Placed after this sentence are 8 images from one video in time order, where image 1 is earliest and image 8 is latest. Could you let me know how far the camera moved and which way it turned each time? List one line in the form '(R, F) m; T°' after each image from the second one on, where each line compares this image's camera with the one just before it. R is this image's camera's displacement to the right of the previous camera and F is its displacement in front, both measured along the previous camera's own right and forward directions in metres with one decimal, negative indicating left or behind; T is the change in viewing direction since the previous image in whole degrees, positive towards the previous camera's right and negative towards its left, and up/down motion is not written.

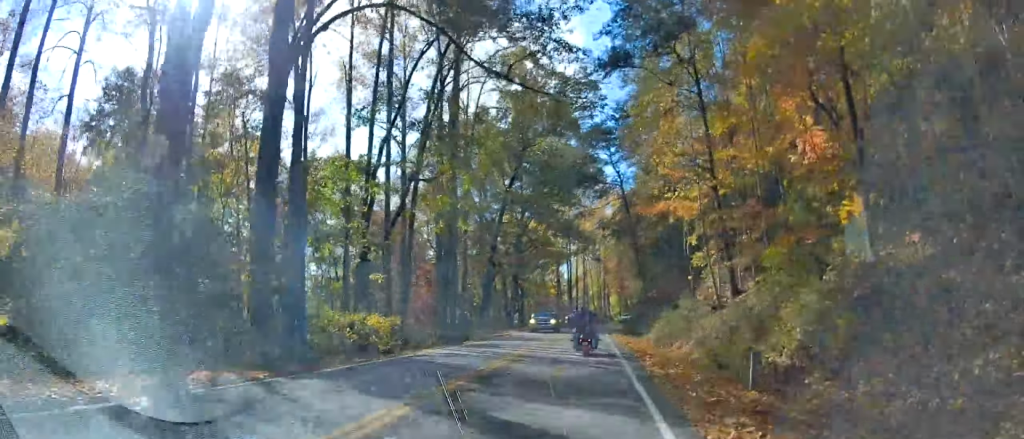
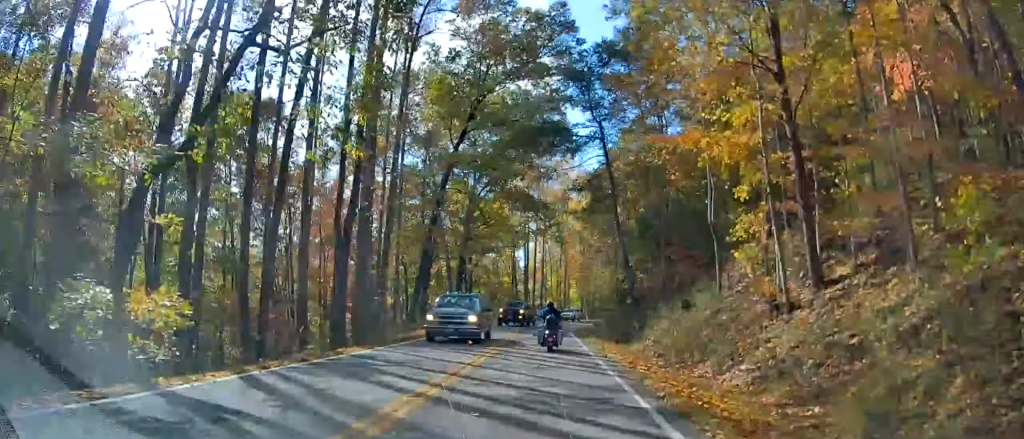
(+1.8, +12.2) m; +9°
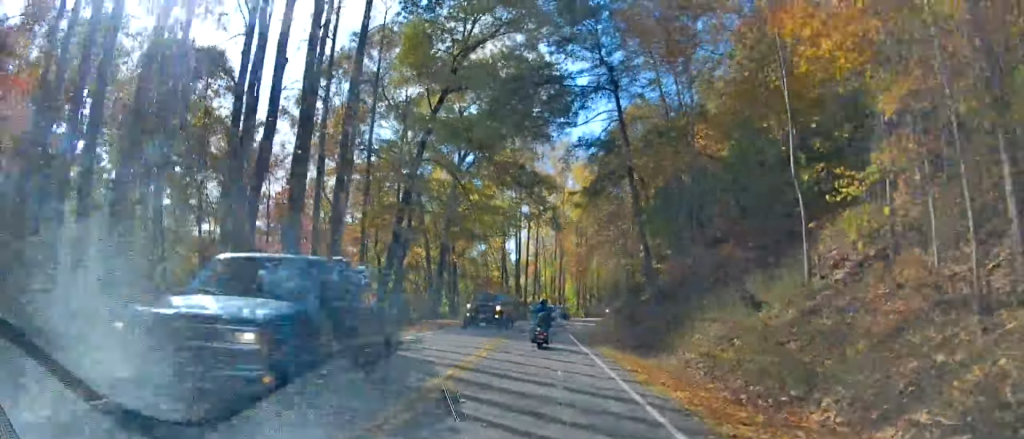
(+0.4, +8.3) m; +4°
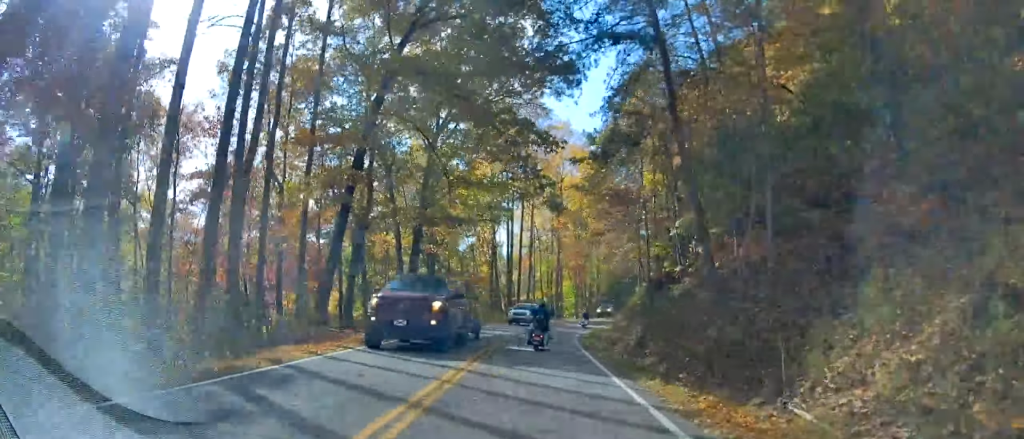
(-0.2, +10.1) m; +2°
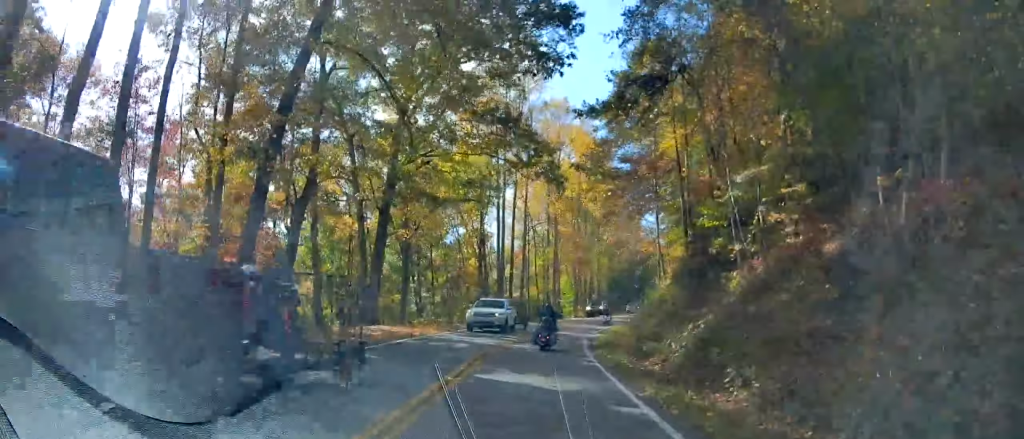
(+0.4, +9.1) m; +3°
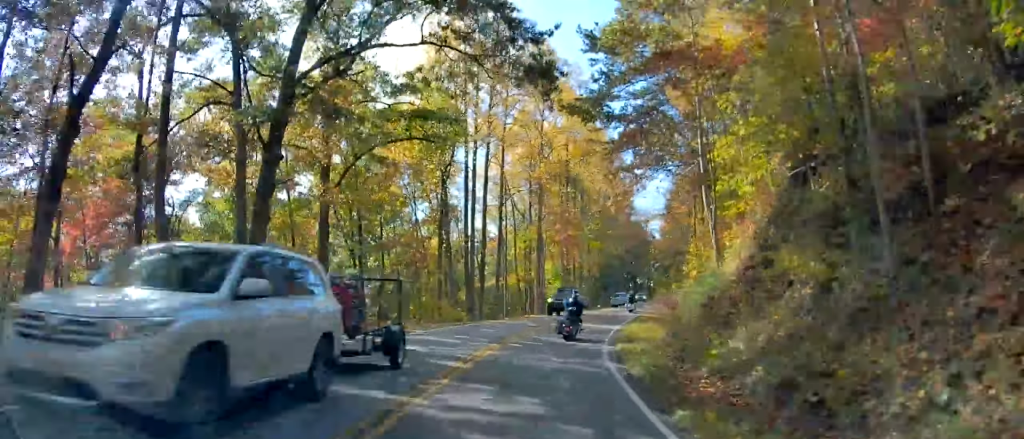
(+0.6, +14.8) m; +5°
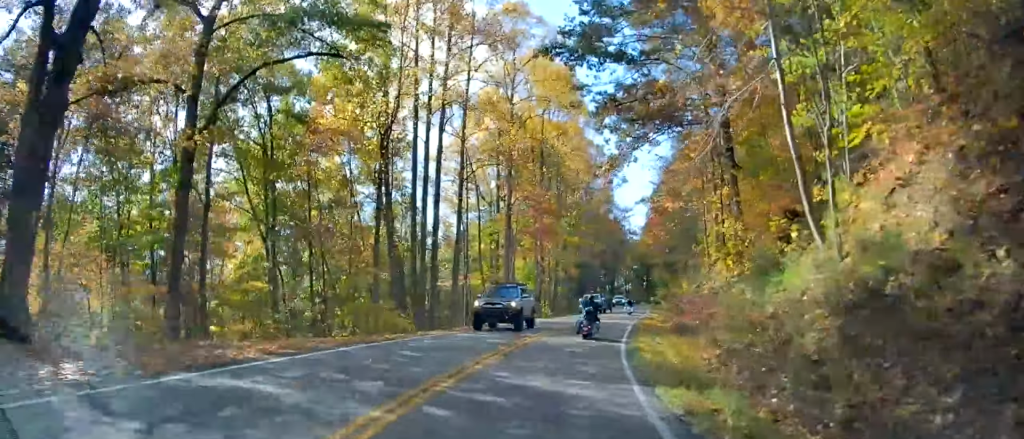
(+0.1, +11.3) m; +4°
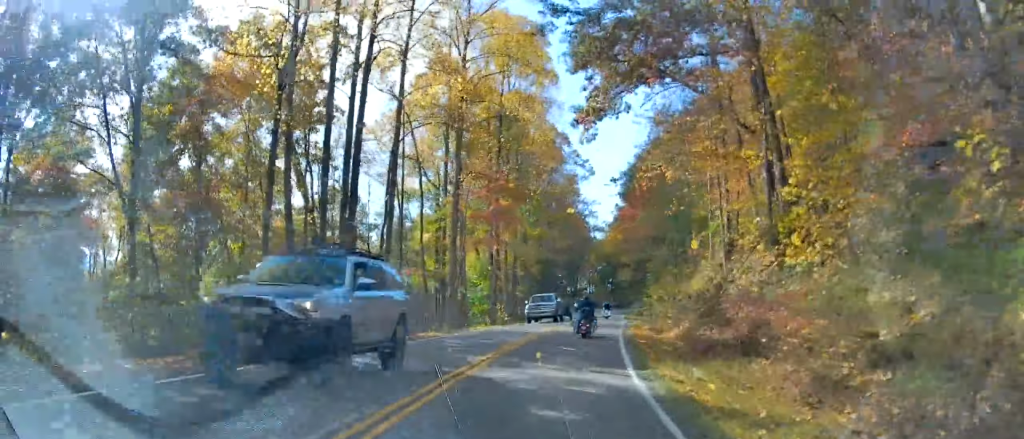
(+0.8, +10.4) m; +3°
